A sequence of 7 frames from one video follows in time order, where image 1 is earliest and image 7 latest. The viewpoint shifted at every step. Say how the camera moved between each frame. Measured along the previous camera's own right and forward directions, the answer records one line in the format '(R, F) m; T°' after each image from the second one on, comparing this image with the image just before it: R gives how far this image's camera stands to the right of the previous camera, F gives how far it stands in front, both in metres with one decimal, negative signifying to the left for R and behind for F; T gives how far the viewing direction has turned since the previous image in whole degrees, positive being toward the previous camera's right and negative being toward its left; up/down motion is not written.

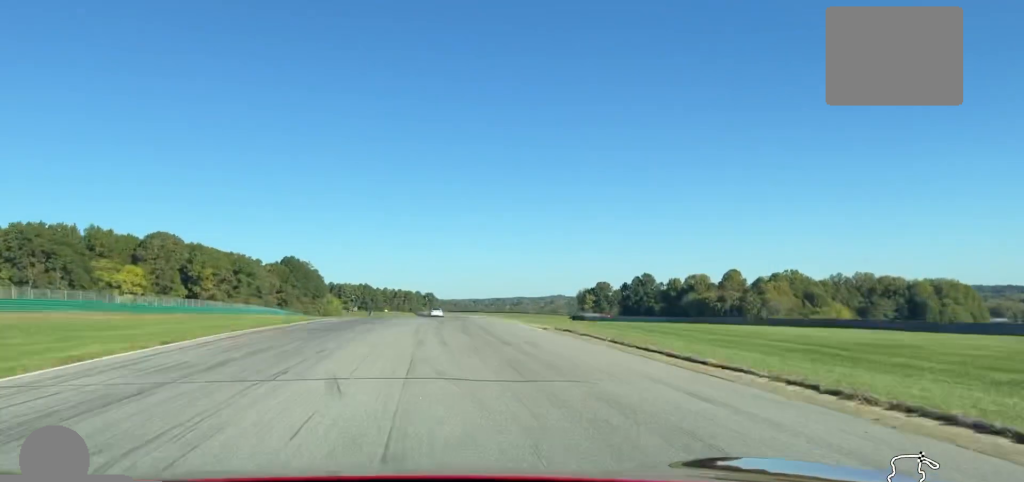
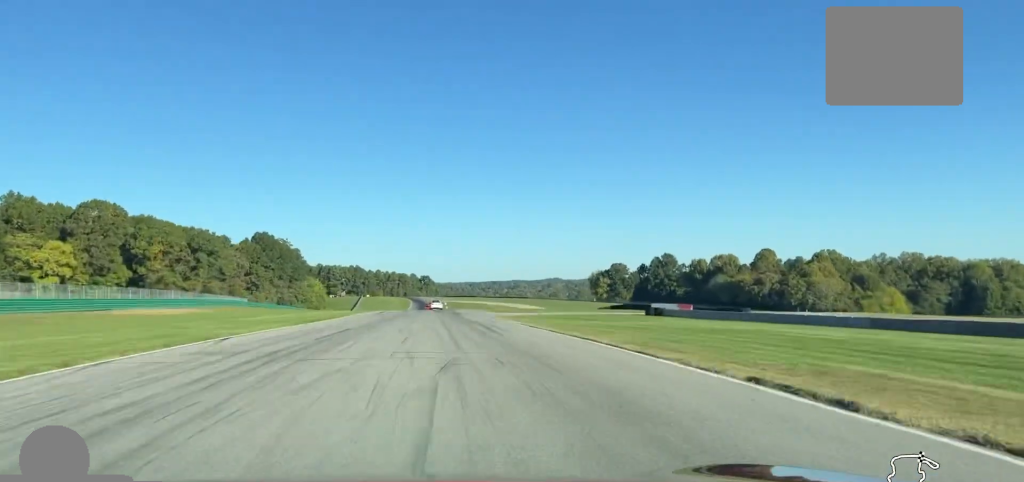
(+0.1, +42.9) m; 0°
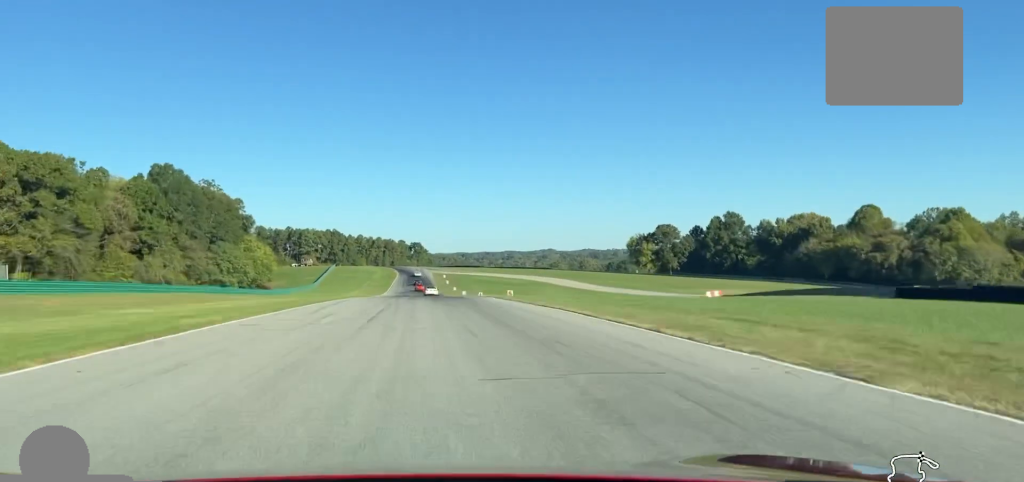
(-0.1, +84.9) m; +1°
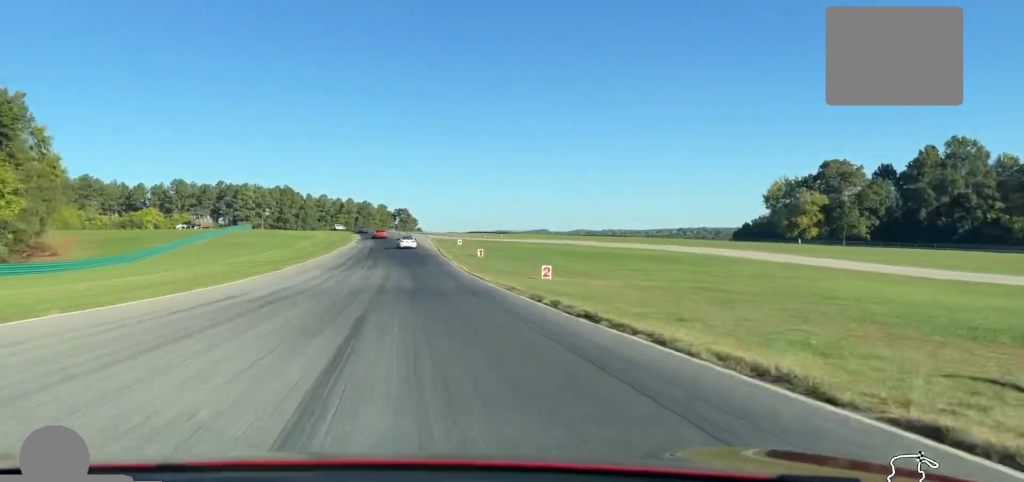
(+1.3, +125.0) m; +1°
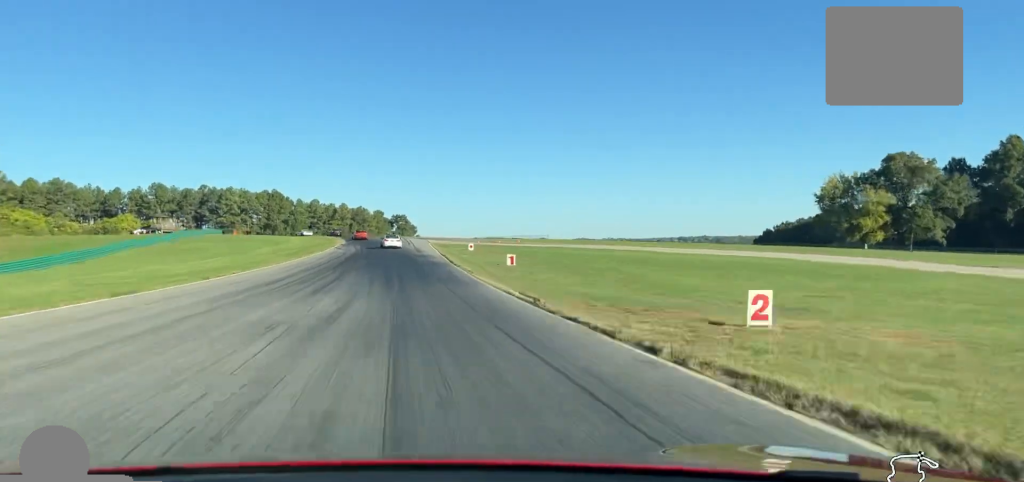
(+0.1, +22.5) m; 0°
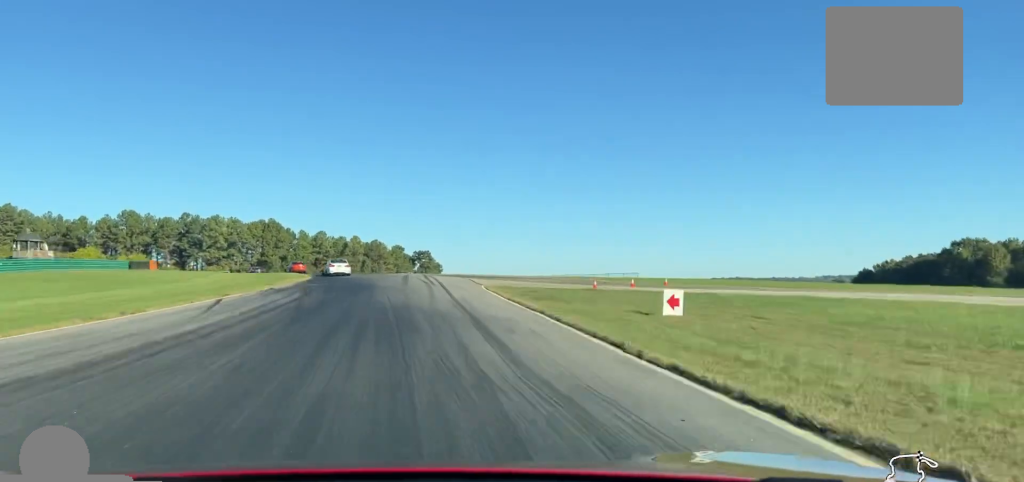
(-0.1, +54.6) m; -3°
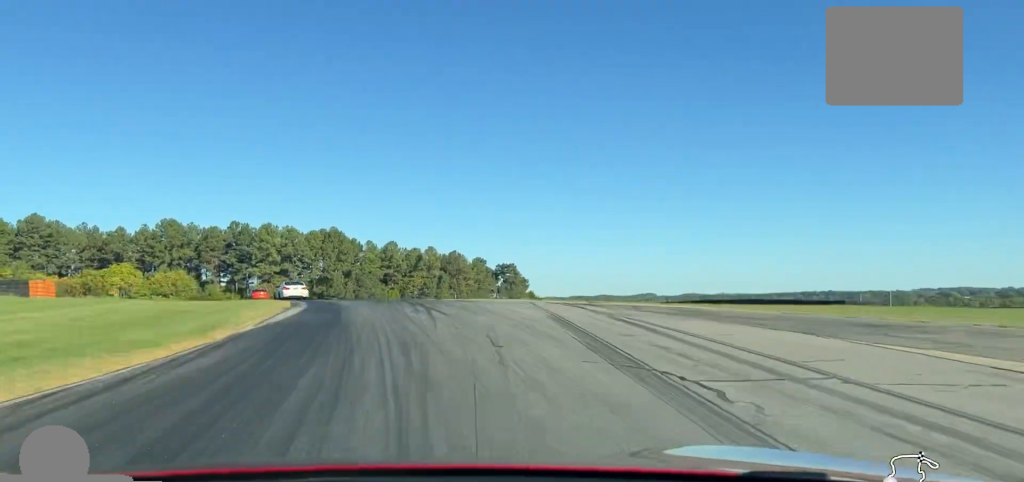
(-2.1, +43.8) m; -3°
